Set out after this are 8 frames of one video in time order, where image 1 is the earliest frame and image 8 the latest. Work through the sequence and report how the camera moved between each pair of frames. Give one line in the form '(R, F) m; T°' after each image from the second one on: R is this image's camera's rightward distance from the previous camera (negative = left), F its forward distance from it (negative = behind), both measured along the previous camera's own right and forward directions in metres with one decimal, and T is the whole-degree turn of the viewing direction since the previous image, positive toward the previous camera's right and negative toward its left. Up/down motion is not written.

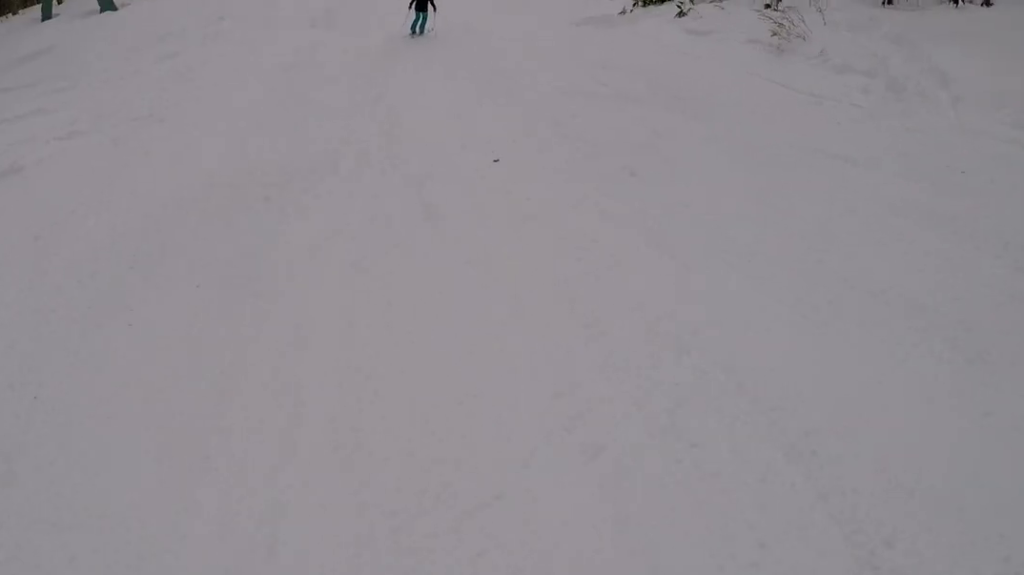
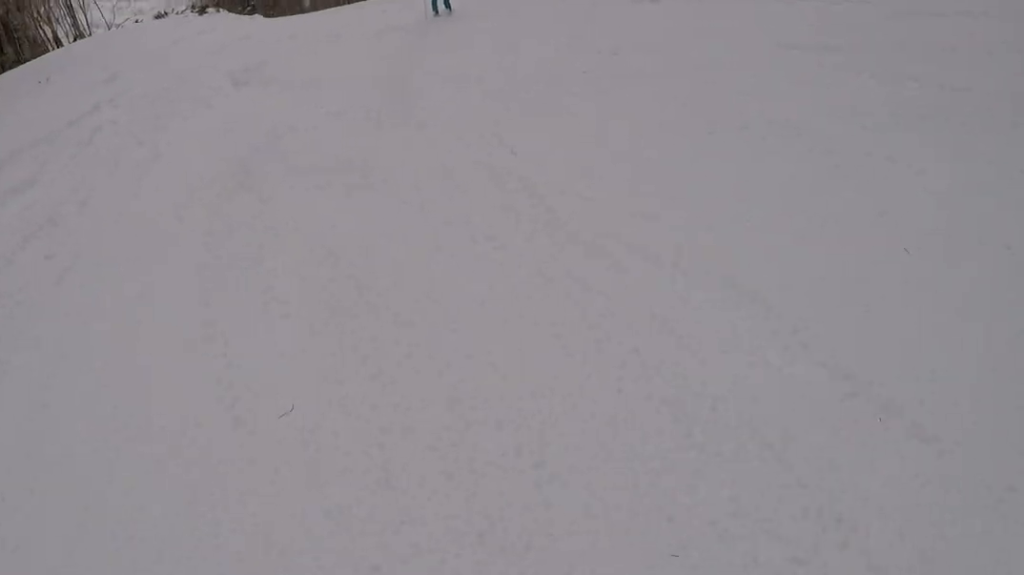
(0.0, +7.1) m; +4°
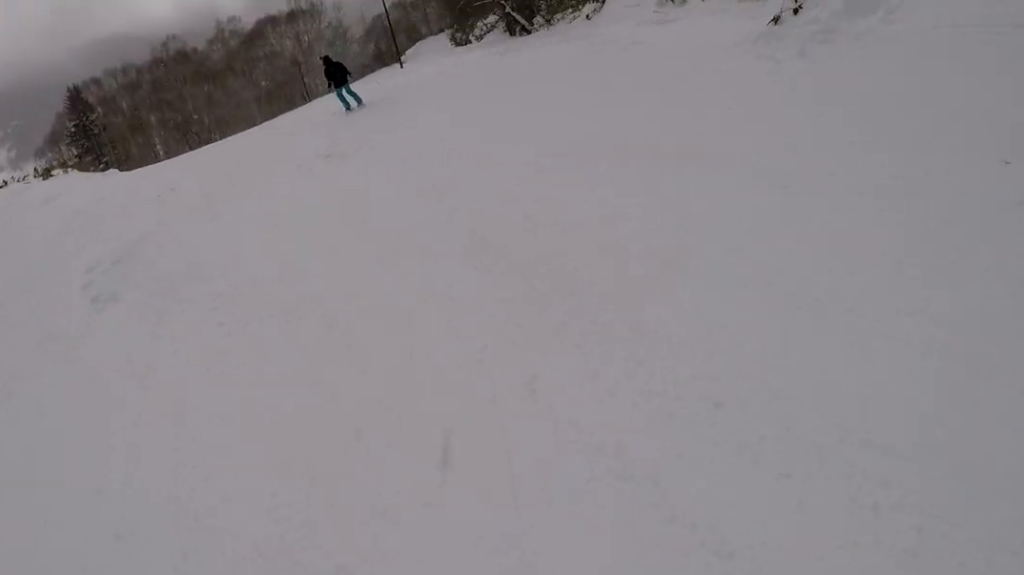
(+0.4, +6.0) m; +5°
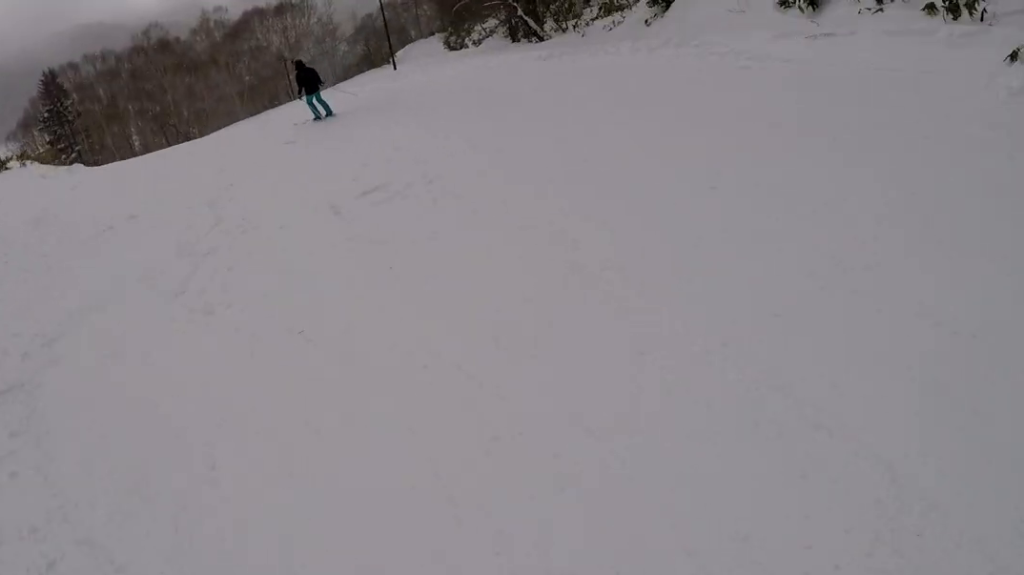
(+0.1, +3.7) m; +3°
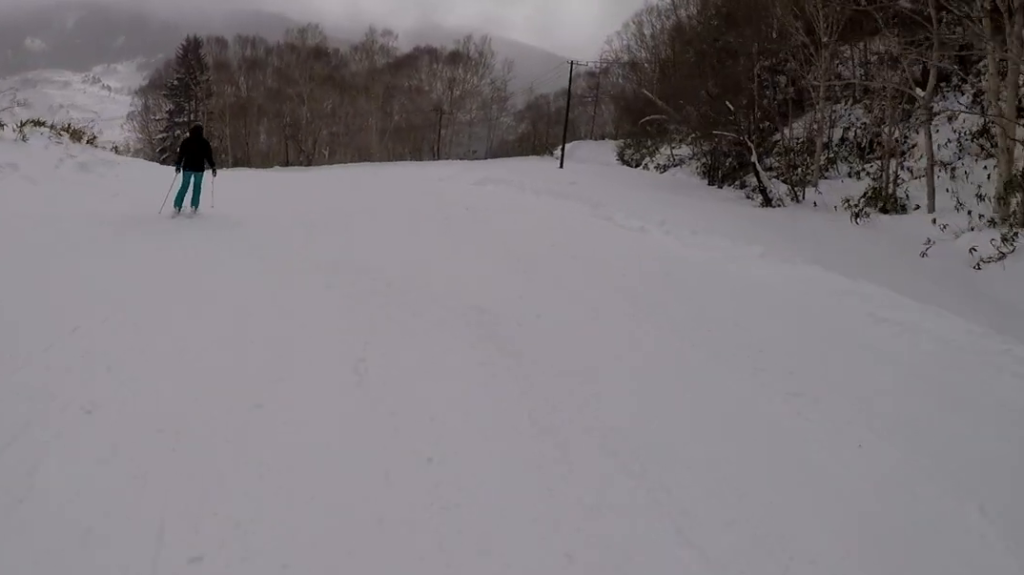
(+0.8, +10.6) m; -1°
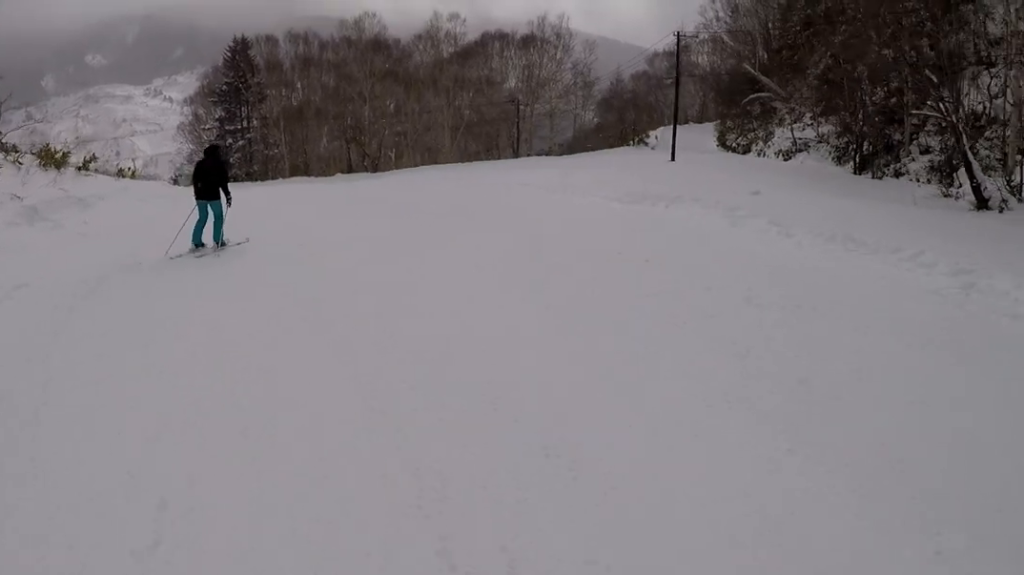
(-1.1, +7.8) m; -10°
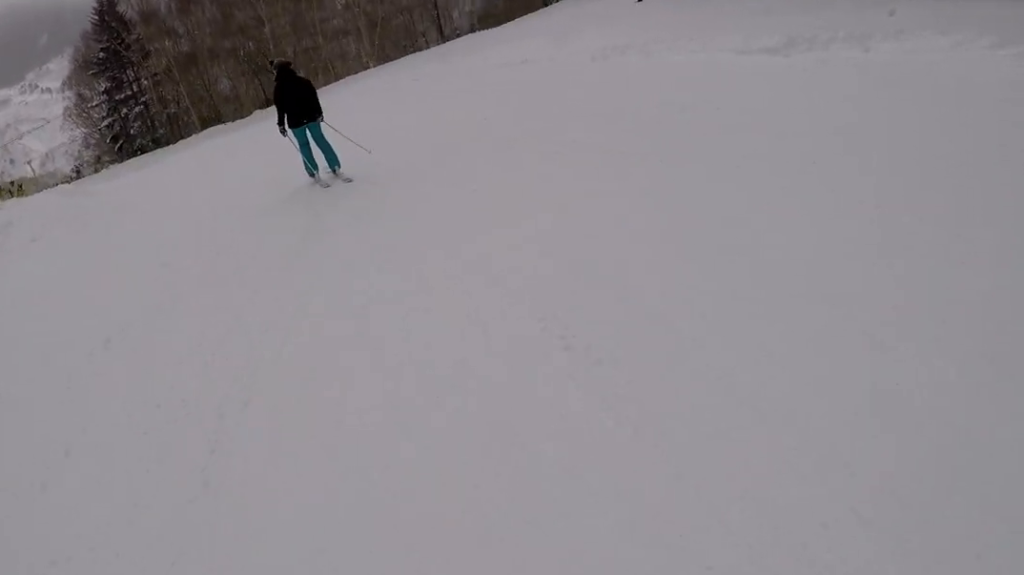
(+0.2, +6.7) m; +8°
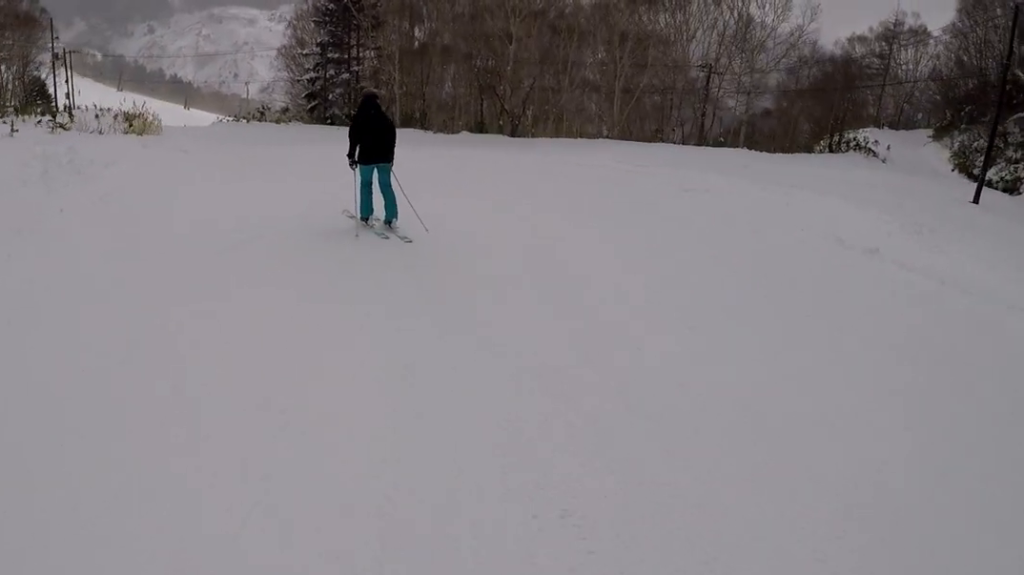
(-0.1, +10.0) m; -14°
